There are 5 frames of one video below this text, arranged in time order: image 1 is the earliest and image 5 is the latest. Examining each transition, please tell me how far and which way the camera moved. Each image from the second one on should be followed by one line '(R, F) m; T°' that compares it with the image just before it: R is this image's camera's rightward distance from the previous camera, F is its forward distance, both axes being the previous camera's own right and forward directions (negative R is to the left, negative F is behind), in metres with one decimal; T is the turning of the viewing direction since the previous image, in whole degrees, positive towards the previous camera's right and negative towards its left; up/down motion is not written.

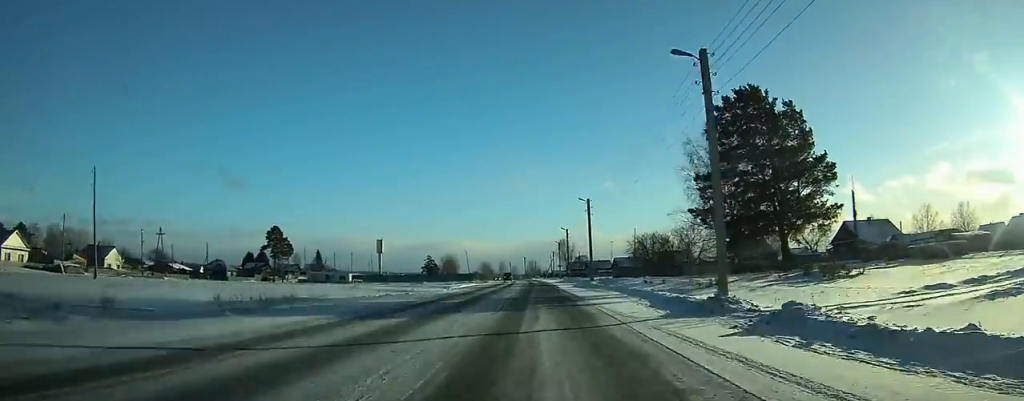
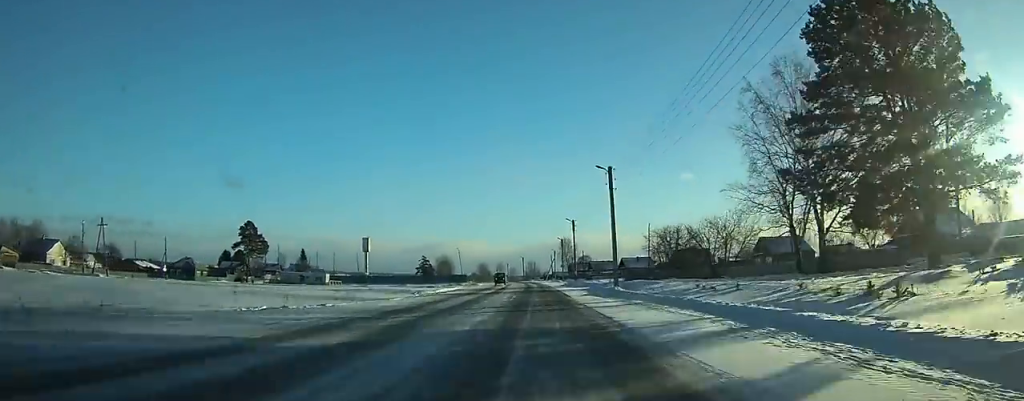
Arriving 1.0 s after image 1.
(0.0, +17.5) m; 0°
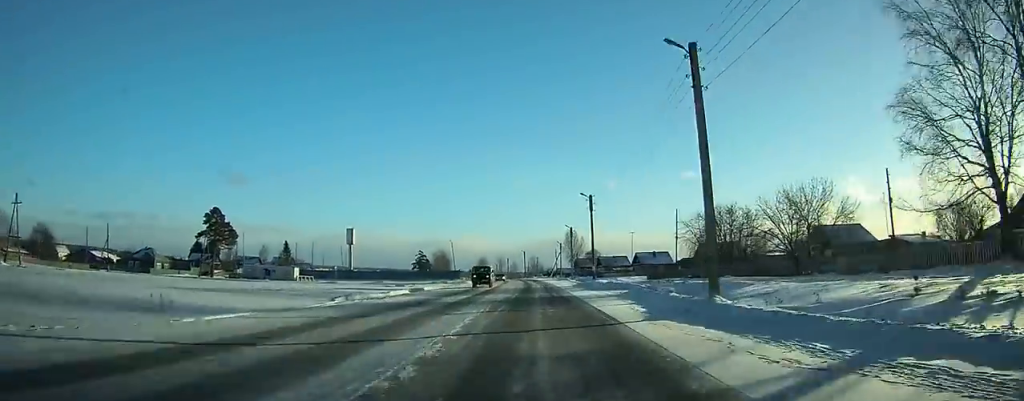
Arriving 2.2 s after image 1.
(0.0, +20.9) m; 0°
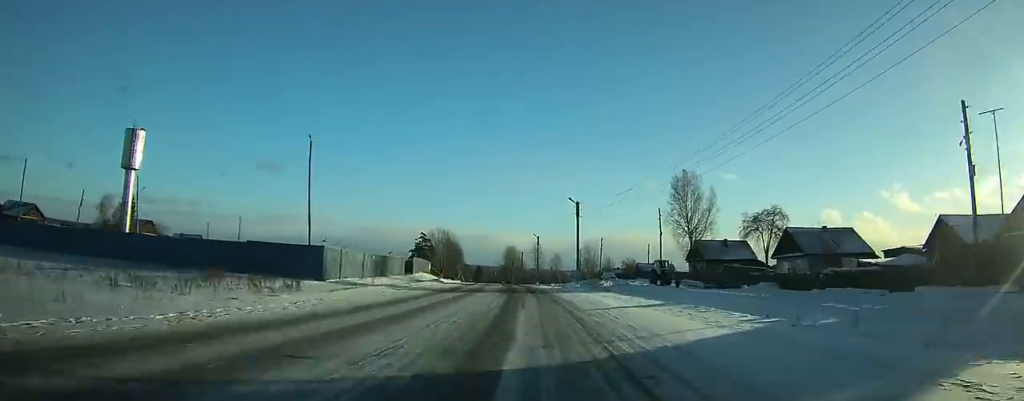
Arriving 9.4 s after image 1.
(-3.2, +121.4) m; -4°
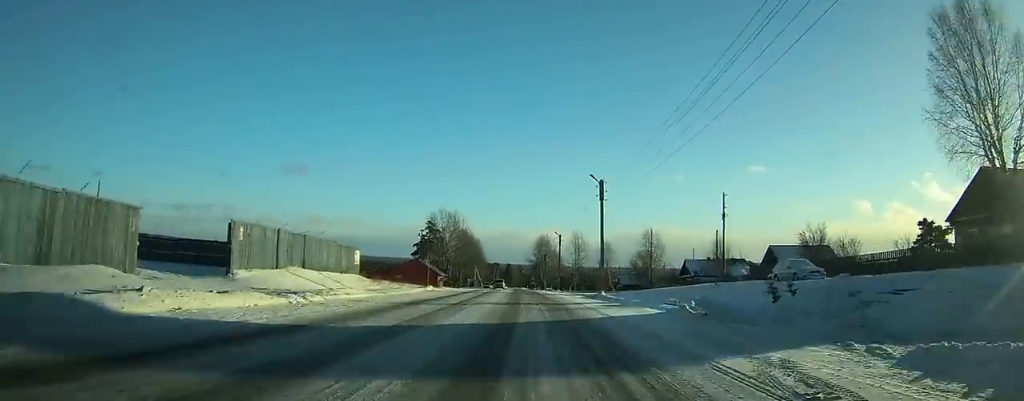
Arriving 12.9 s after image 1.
(-2.1, +57.9) m; -4°
